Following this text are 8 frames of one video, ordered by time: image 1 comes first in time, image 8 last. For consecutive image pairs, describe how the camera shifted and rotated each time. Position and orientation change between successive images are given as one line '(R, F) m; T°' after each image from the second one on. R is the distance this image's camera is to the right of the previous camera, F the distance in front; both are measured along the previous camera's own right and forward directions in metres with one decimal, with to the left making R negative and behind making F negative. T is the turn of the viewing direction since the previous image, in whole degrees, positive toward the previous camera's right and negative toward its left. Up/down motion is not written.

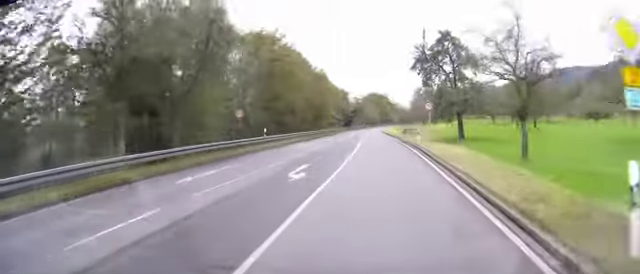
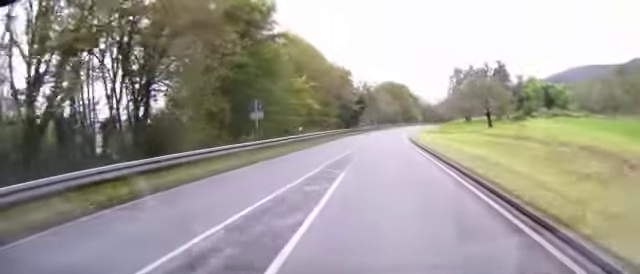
(-1.1, +53.0) m; -1°
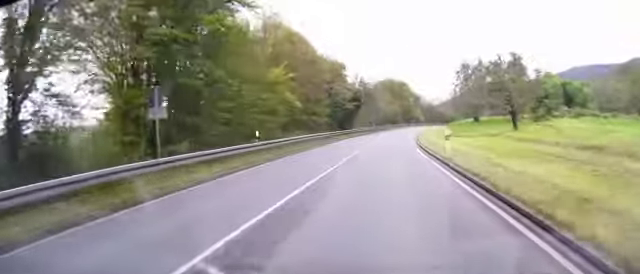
(0.0, +10.9) m; +1°
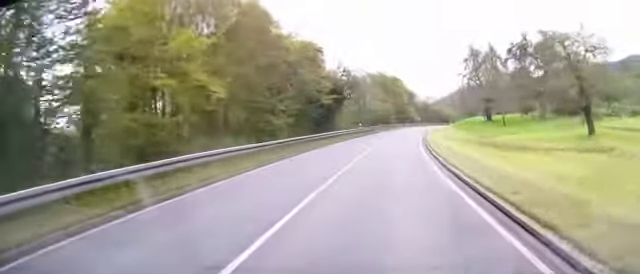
(+0.3, +18.3) m; +2°
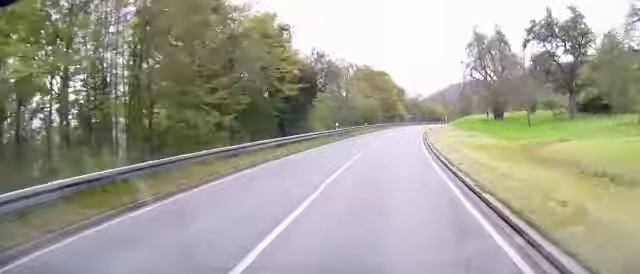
(+0.2, +13.5) m; +2°
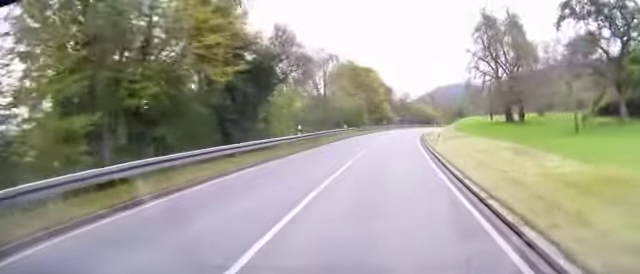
(+0.1, +12.7) m; +1°
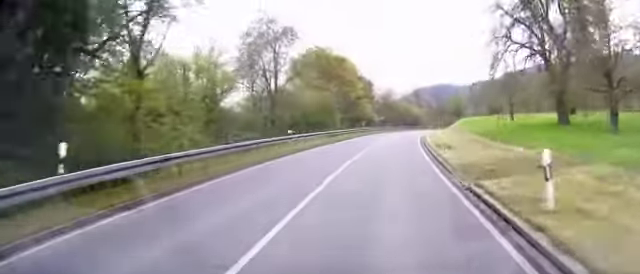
(+0.4, +20.8) m; +2°
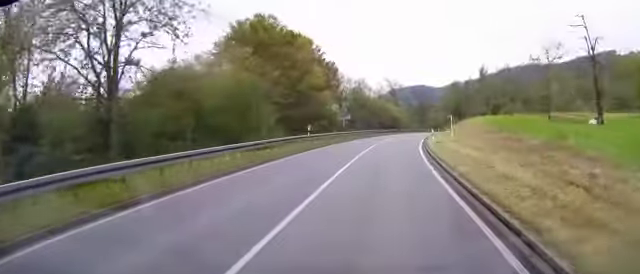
(+0.8, +26.8) m; +3°
